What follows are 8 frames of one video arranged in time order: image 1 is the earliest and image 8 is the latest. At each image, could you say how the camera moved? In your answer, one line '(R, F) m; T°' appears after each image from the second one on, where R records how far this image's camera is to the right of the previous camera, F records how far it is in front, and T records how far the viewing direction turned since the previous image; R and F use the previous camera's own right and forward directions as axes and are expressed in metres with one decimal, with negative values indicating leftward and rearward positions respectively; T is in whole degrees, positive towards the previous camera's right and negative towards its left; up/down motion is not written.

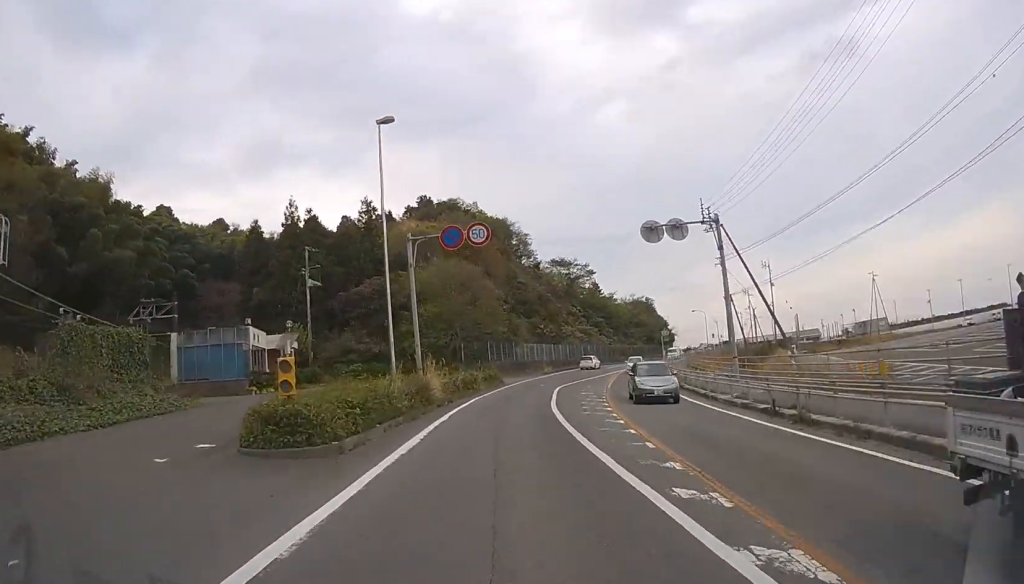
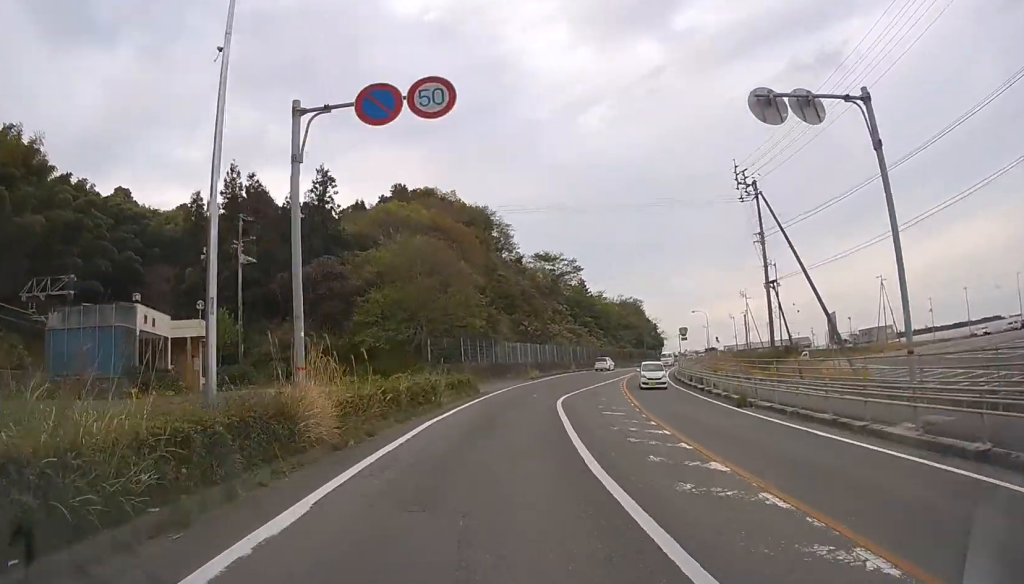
(+0.4, +10.4) m; +4°
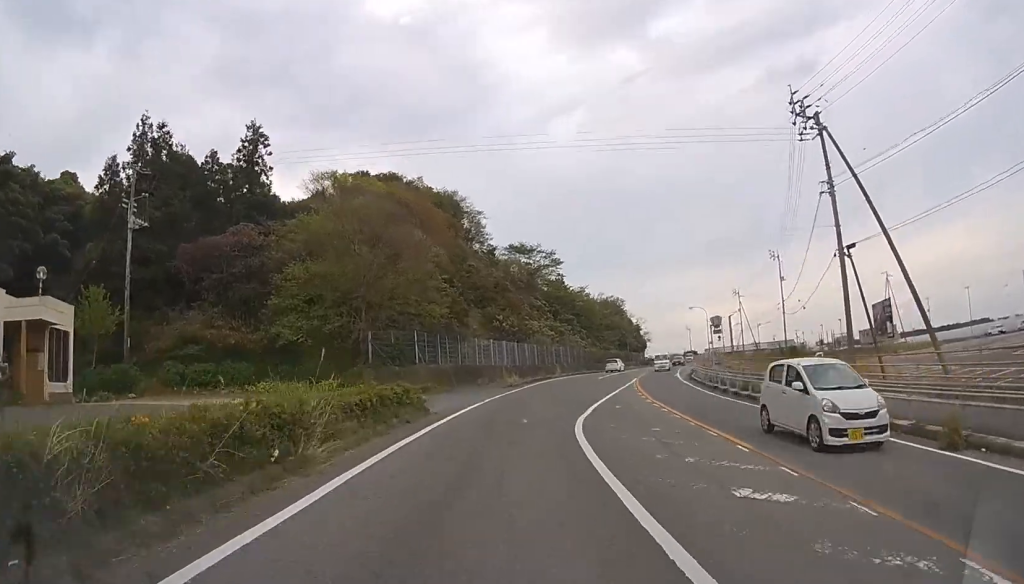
(+0.3, +10.9) m; +4°
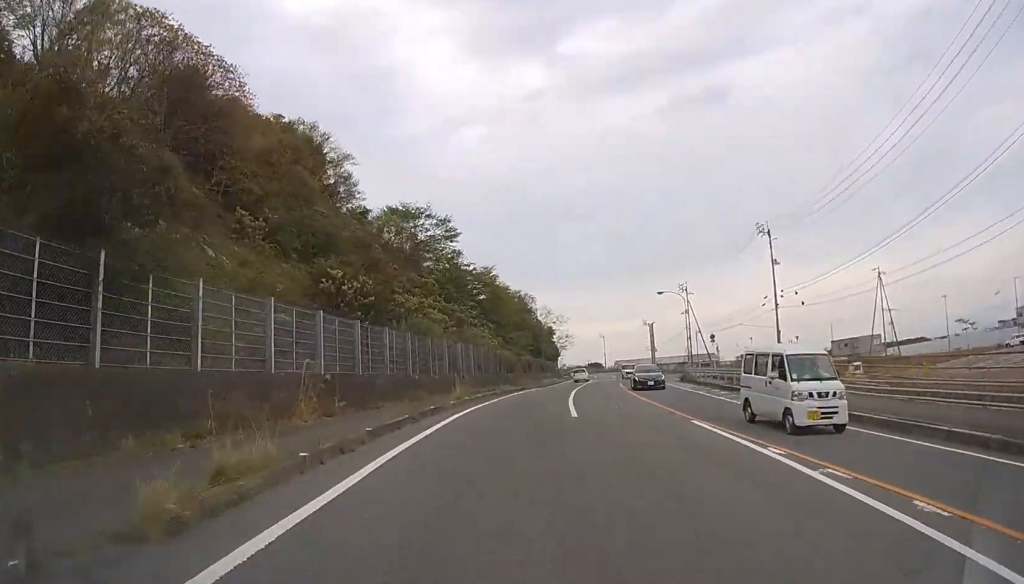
(+2.8, +27.8) m; +11°
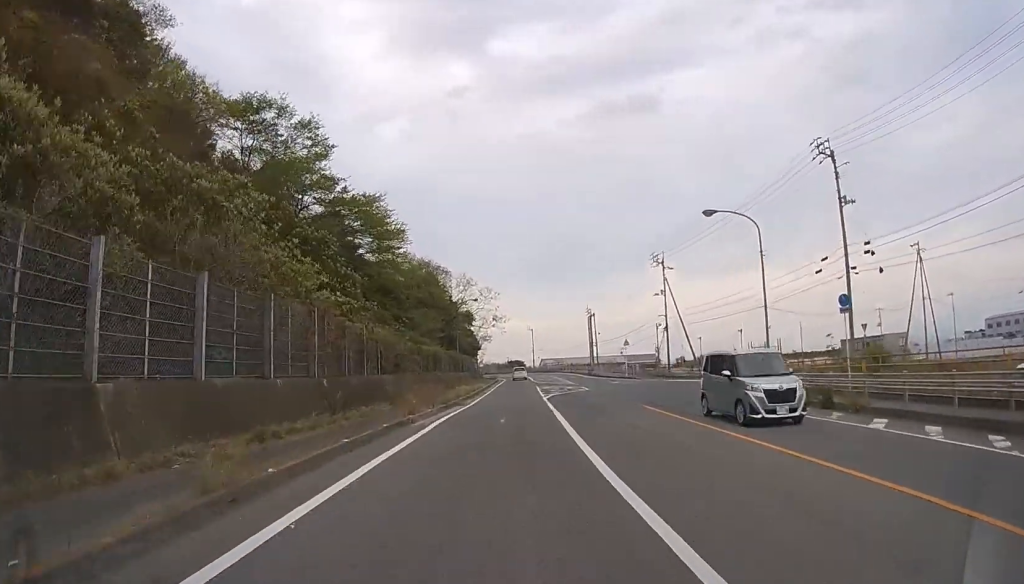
(+2.1, +27.0) m; +7°
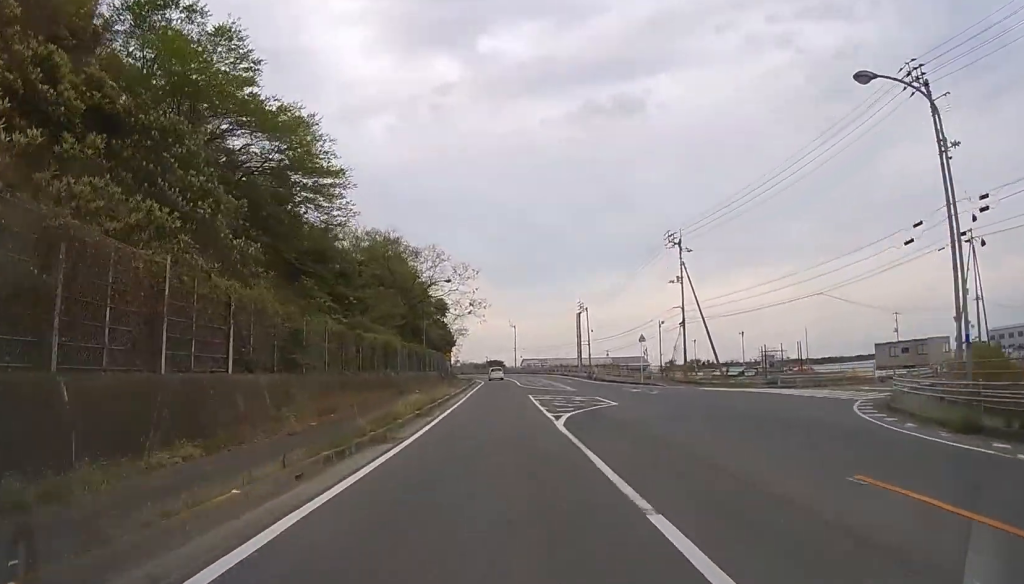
(+0.3, +13.0) m; +2°
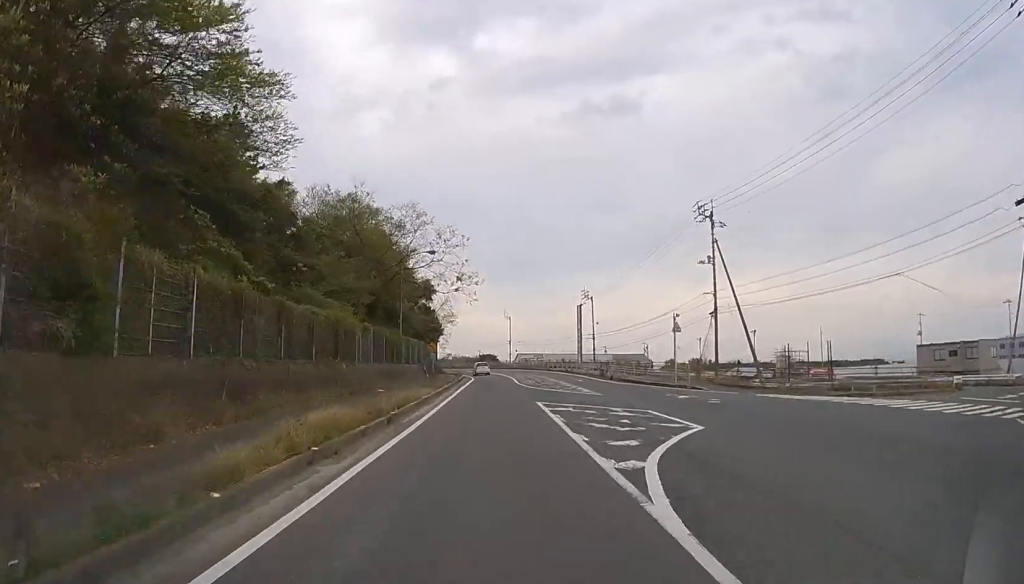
(+0.1, +9.5) m; +1°
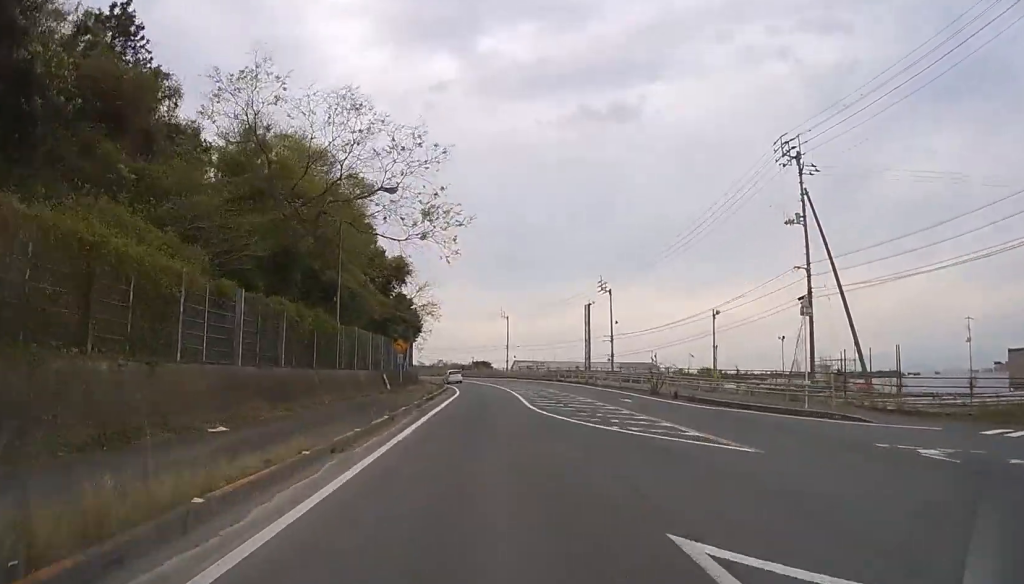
(+0.1, +15.1) m; +1°
